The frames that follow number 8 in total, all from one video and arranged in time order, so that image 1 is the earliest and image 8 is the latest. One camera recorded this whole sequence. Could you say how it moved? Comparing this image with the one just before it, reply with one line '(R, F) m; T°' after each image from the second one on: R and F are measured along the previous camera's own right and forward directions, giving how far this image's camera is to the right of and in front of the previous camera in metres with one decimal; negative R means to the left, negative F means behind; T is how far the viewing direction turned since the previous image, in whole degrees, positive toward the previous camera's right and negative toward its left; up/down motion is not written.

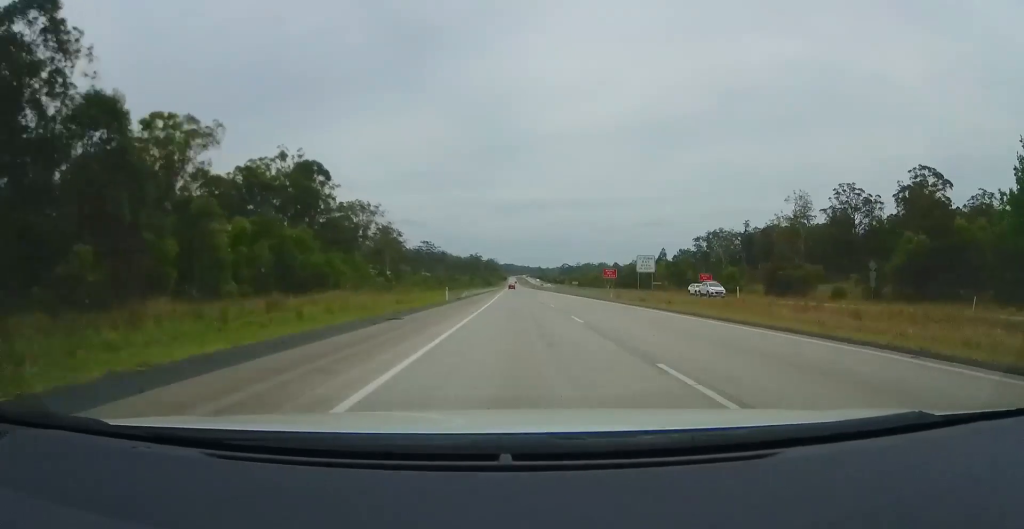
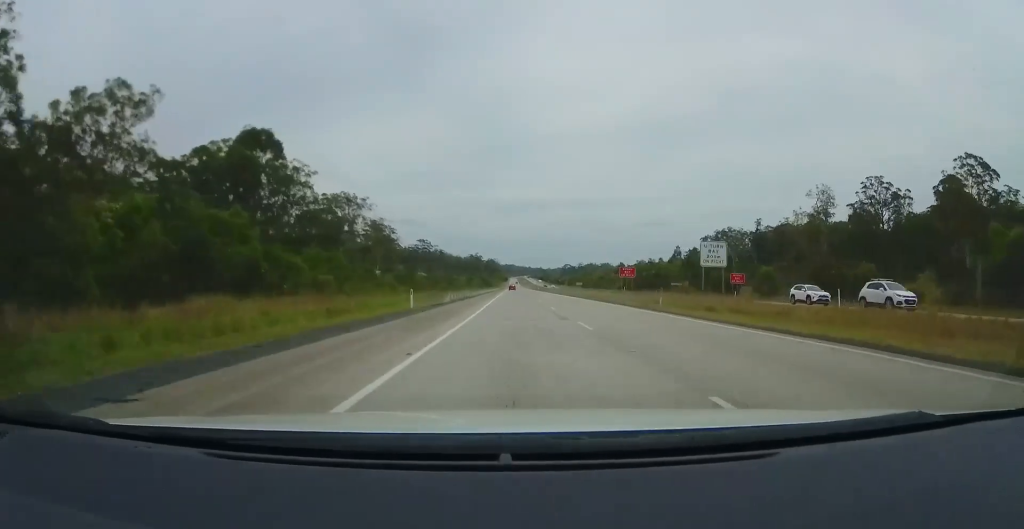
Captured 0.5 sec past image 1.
(+0.2, +14.6) m; 0°
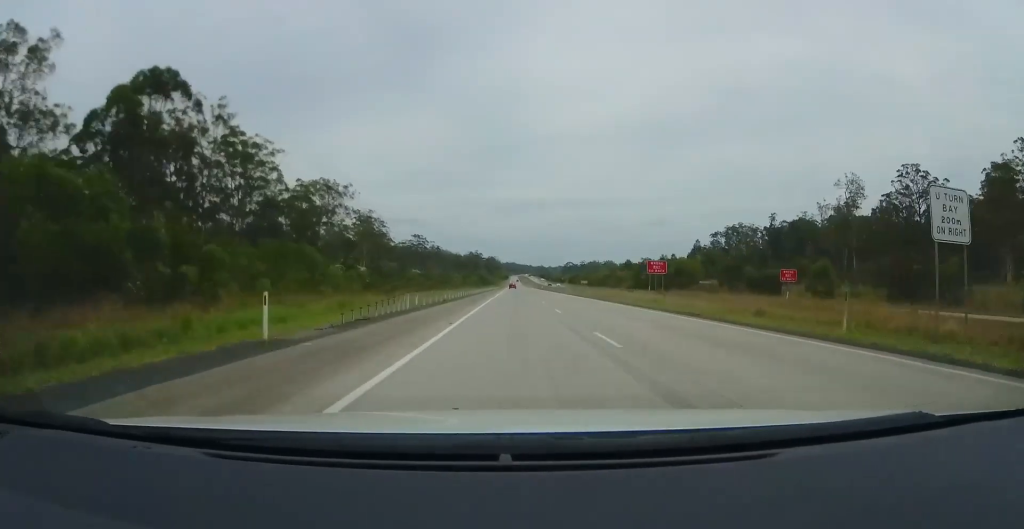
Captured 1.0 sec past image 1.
(+0.3, +15.8) m; 0°
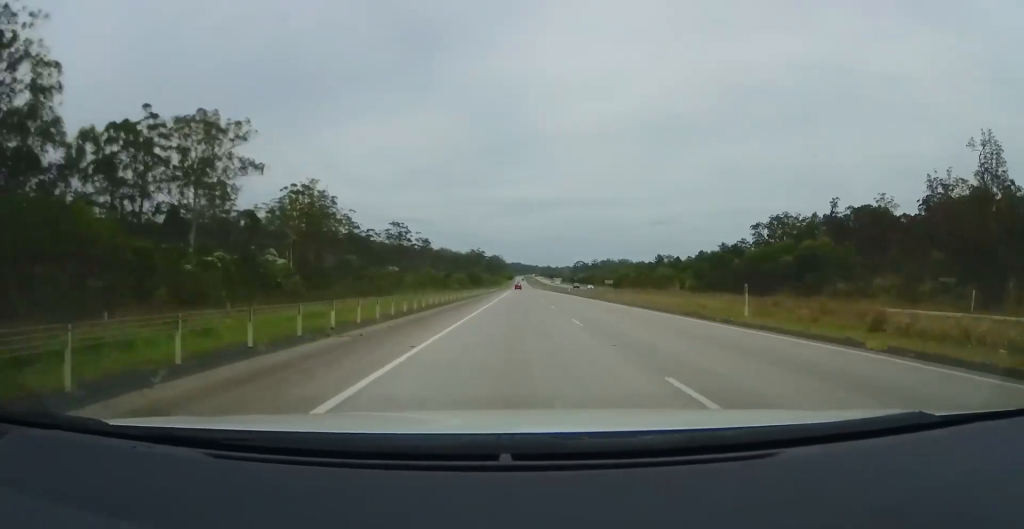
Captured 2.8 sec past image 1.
(-1.8, +53.4) m; -3°
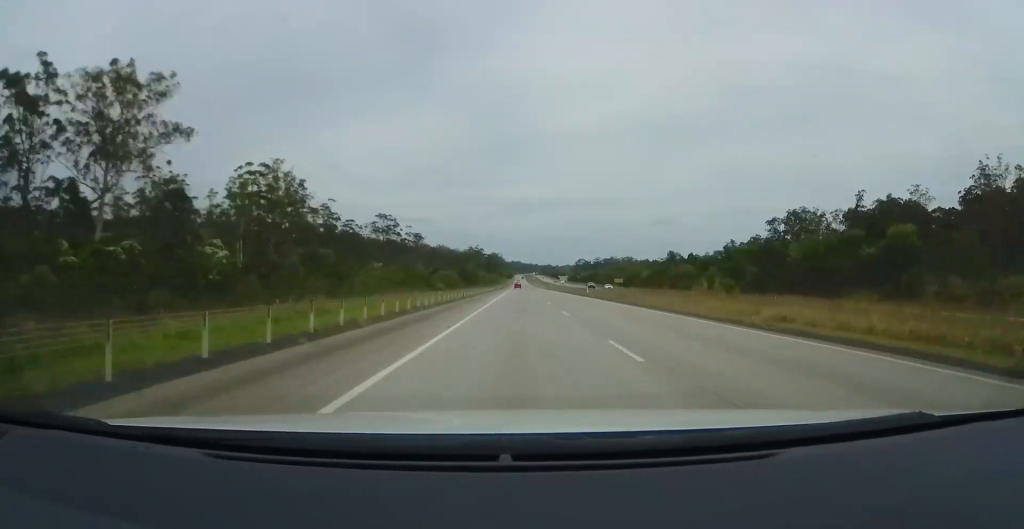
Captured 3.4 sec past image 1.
(-0.2, +19.4) m; -1°
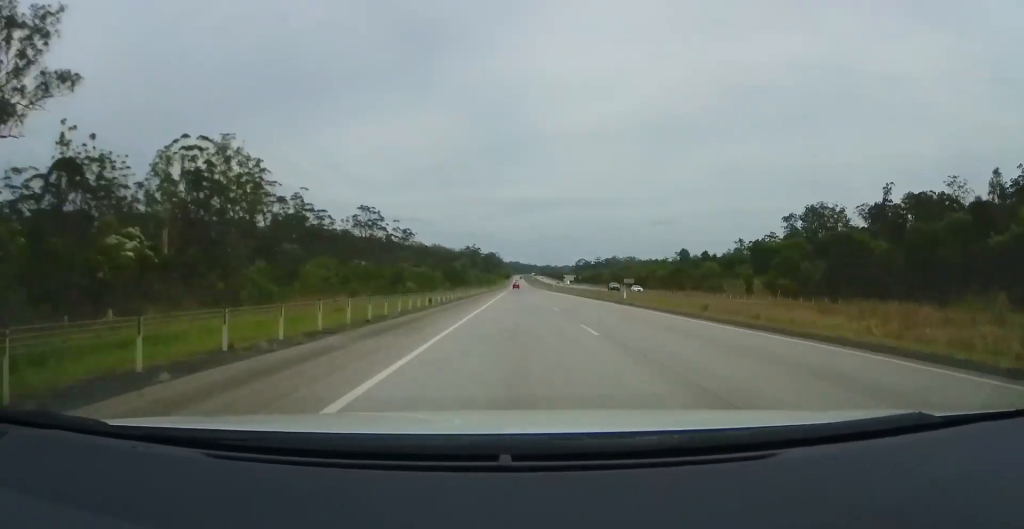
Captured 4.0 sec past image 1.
(-0.3, +19.3) m; 0°
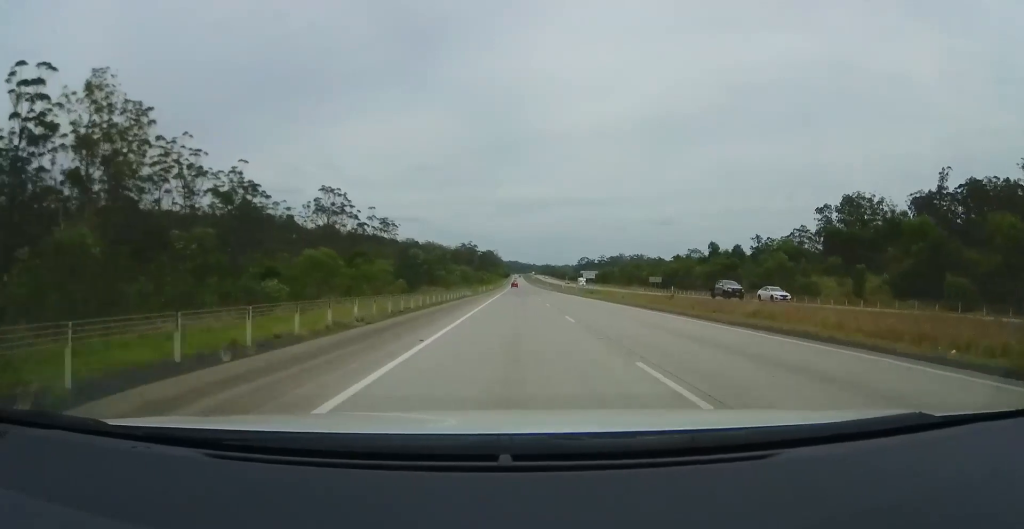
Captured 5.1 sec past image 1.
(+0.5, +31.5) m; +2°
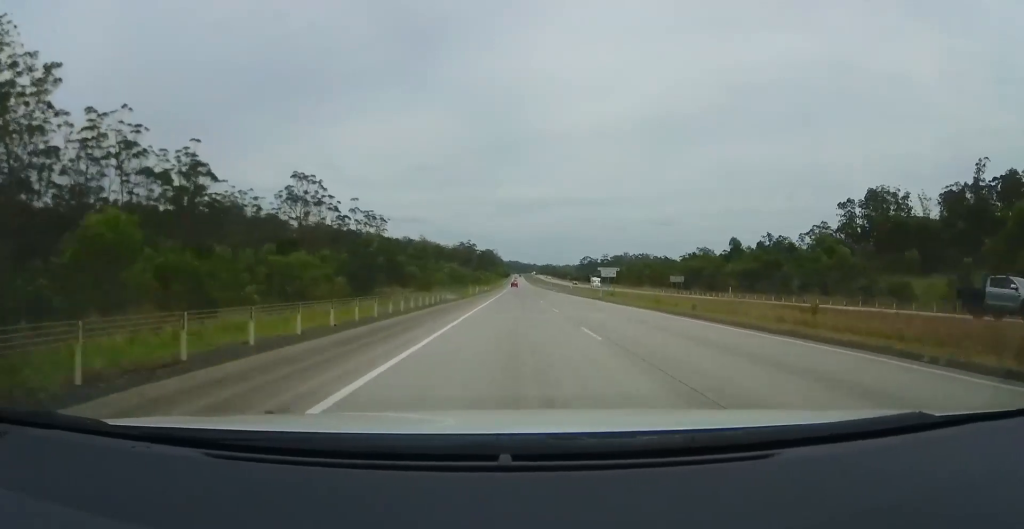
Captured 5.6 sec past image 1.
(+0.3, +17.0) m; +1°
